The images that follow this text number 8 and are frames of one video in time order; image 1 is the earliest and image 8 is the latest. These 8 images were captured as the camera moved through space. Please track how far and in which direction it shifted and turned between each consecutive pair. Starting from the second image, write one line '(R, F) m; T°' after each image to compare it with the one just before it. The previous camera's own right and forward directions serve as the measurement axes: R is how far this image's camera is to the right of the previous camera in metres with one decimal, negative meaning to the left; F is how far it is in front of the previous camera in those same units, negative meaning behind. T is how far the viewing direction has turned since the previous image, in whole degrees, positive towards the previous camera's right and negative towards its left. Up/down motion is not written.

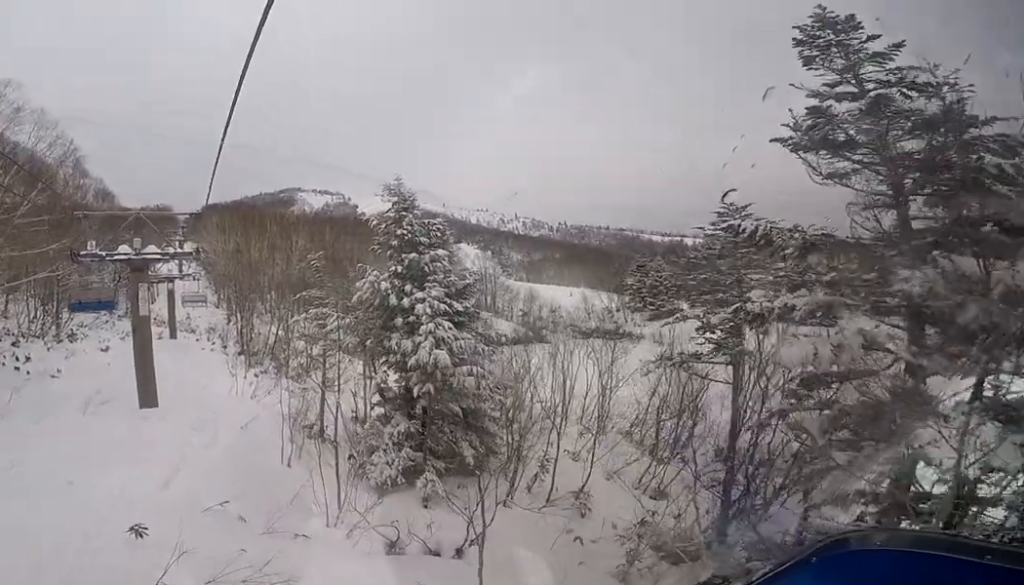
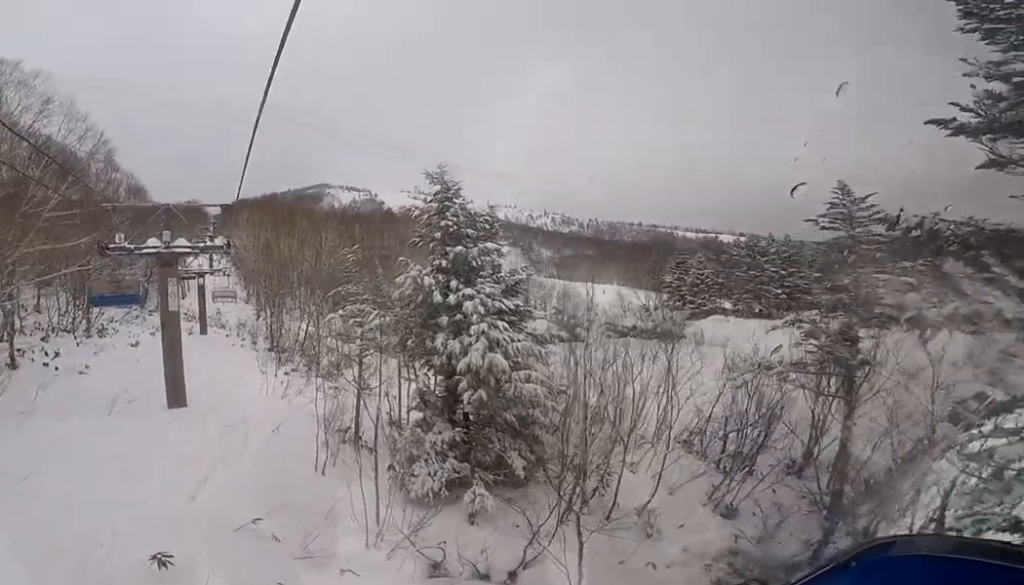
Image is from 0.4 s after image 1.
(+0.2, +1.9) m; +2°
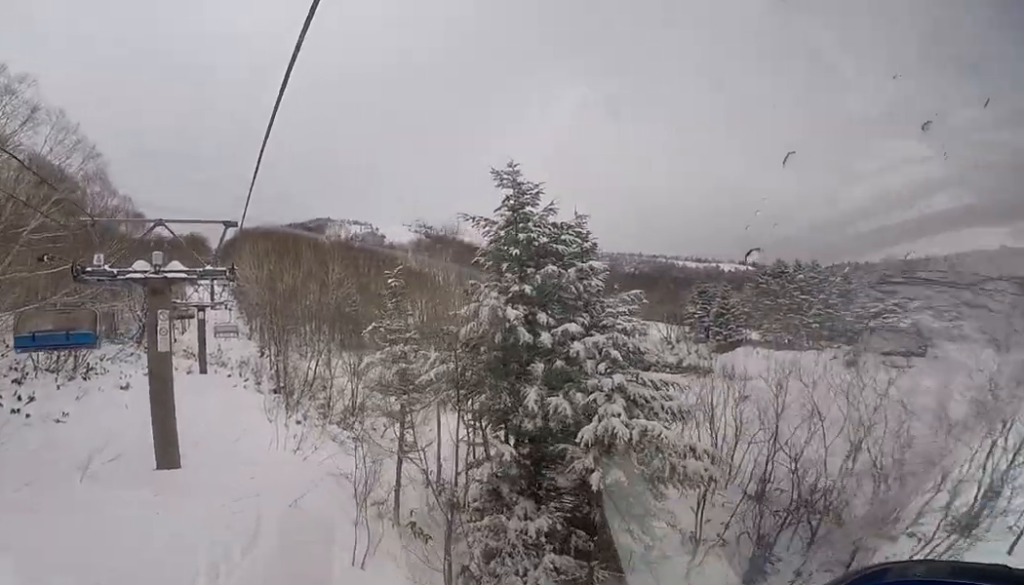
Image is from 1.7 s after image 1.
(-0.1, +4.4) m; +2°
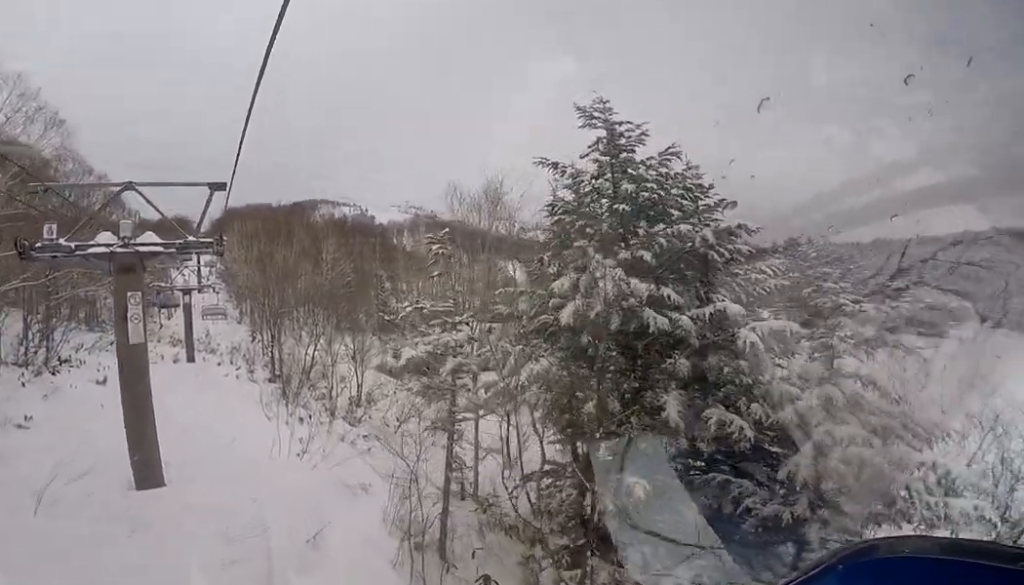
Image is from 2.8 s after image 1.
(+0.1, +3.6) m; -10°
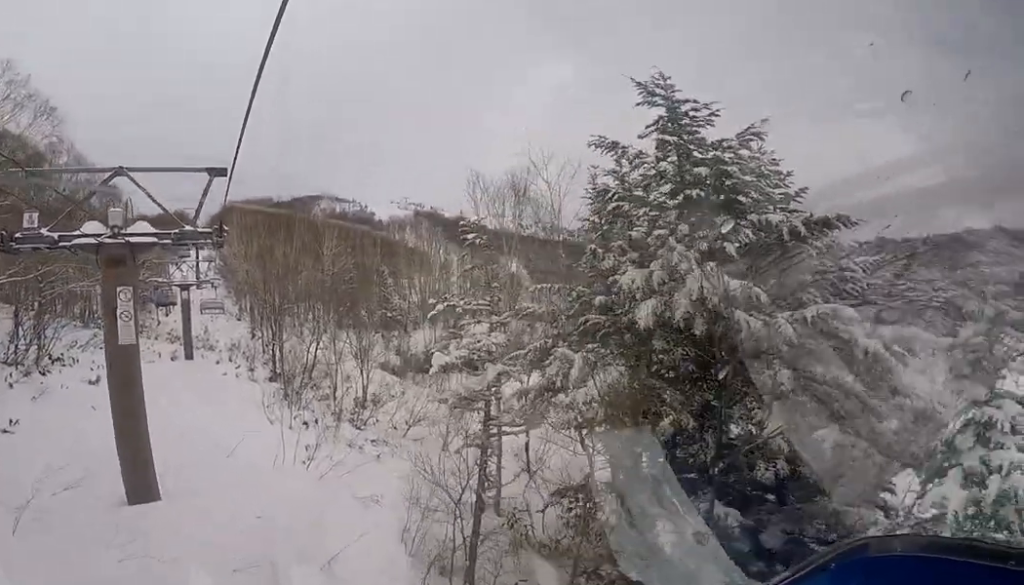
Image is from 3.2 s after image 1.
(-0.4, +1.2) m; -4°
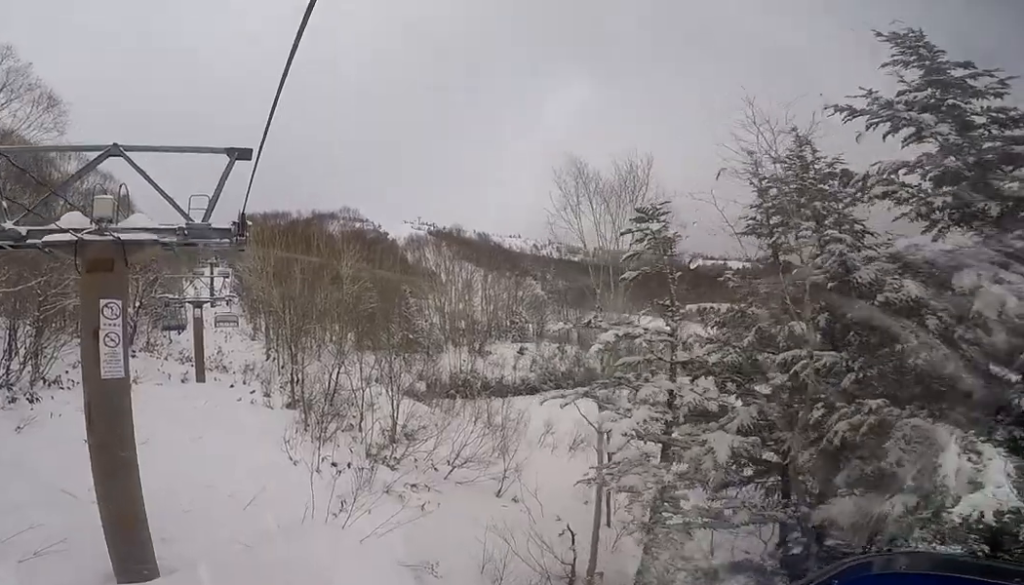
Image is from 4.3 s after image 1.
(+0.1, +2.2) m; +19°
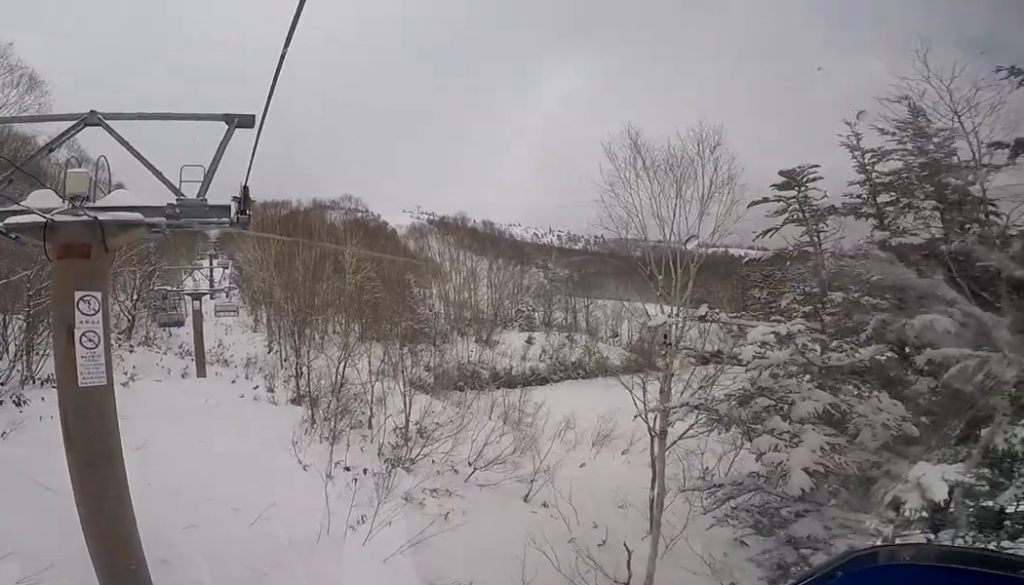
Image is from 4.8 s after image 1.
(+0.1, +0.9) m; +7°
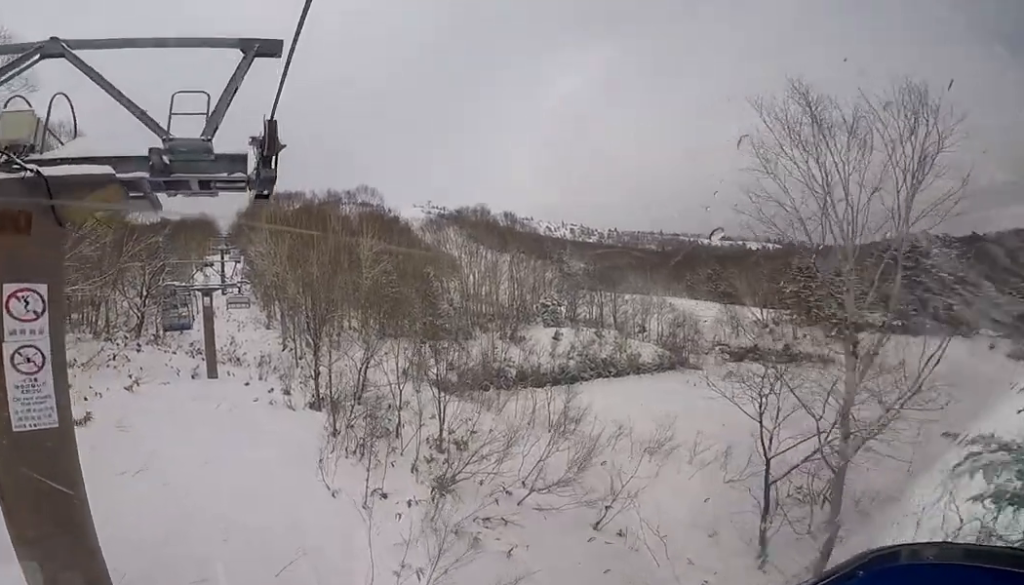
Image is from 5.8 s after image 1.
(+0.2, +1.9) m; -6°
